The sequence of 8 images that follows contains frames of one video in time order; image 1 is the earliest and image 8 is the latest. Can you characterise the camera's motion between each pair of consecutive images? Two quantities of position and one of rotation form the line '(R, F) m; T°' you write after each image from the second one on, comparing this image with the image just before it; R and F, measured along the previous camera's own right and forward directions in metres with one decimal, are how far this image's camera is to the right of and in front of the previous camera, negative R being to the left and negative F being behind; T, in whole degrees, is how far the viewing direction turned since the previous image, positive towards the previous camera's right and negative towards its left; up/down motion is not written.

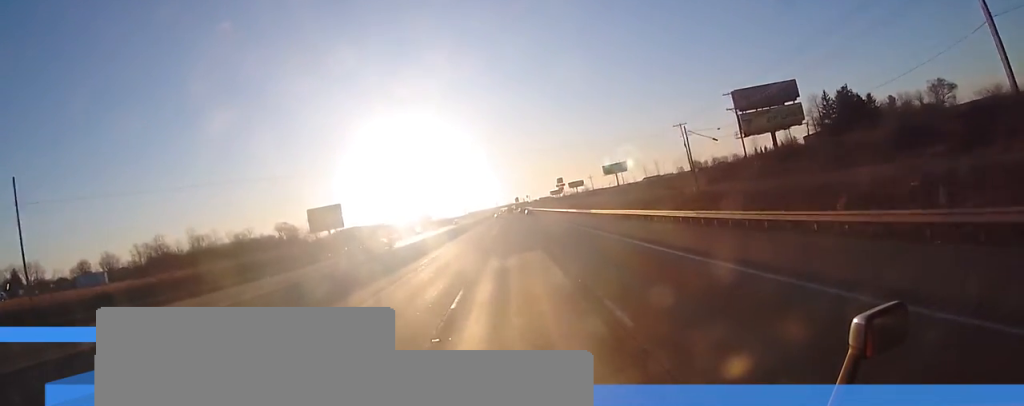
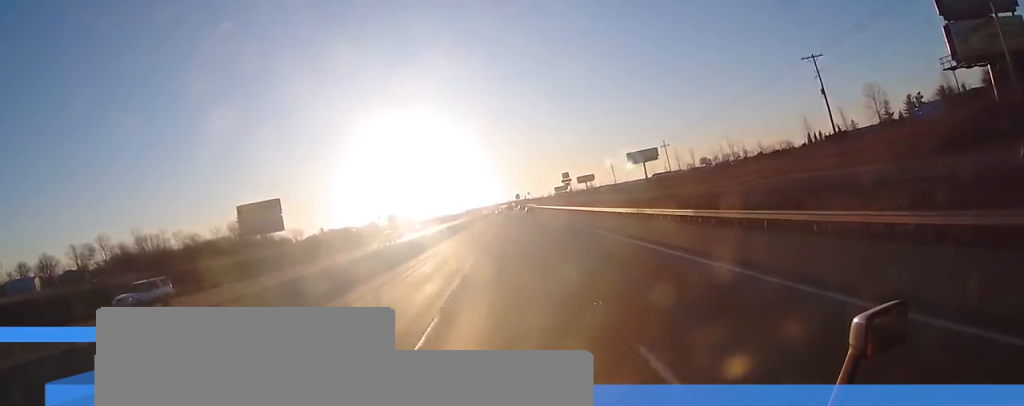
(+0.5, +53.2) m; 0°
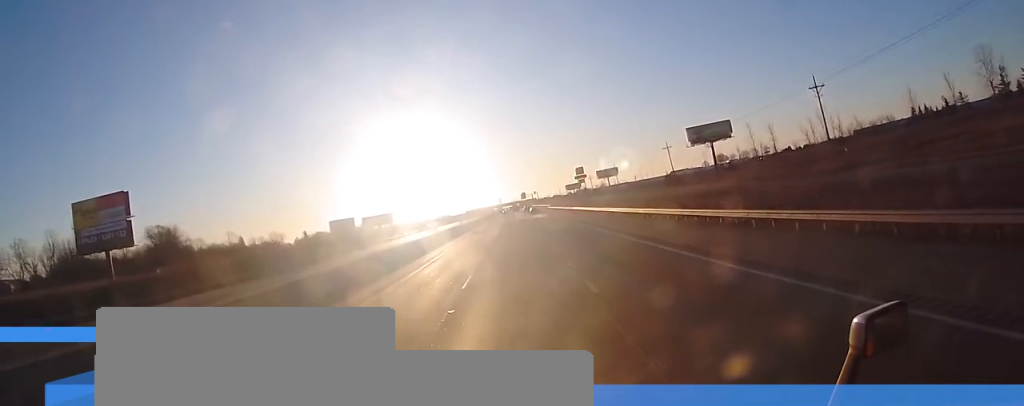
(-0.8, +65.6) m; 0°
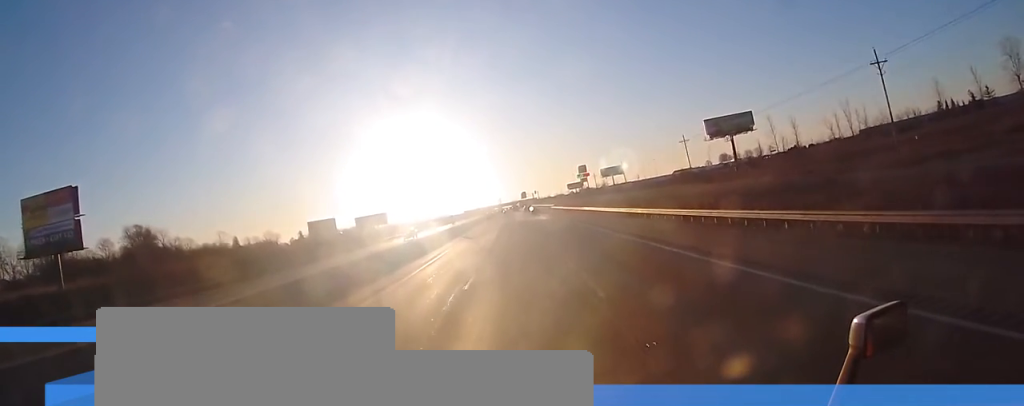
(0.0, +12.1) m; 0°
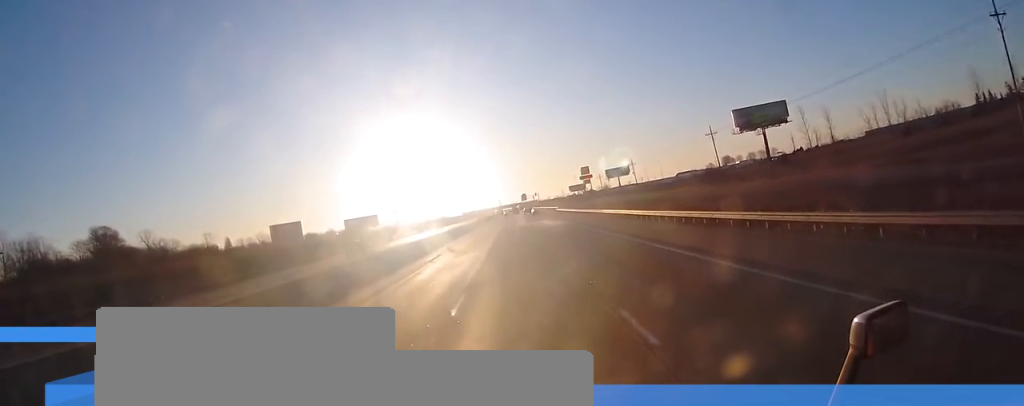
(+0.1, +18.0) m; 0°
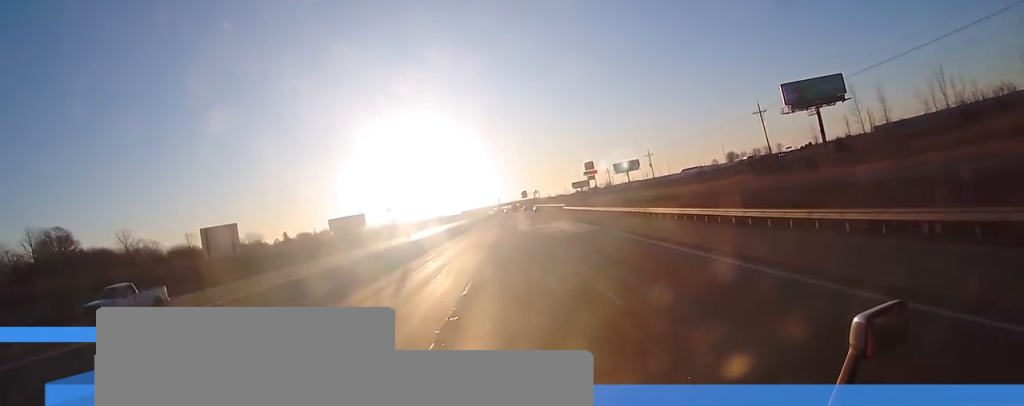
(-0.2, +20.7) m; -1°
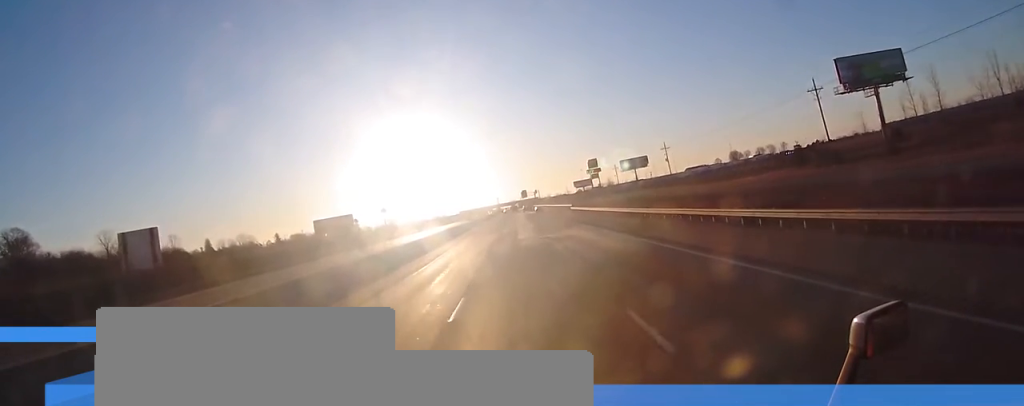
(-0.1, +16.3) m; -1°
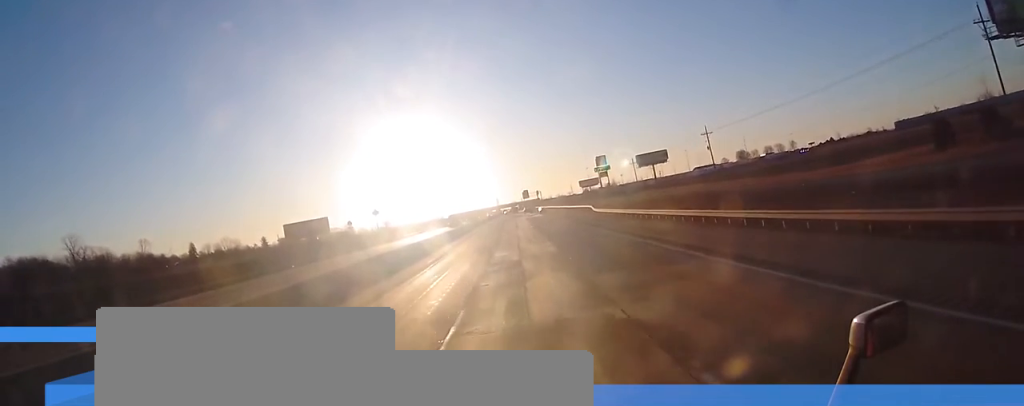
(-0.2, +28.9) m; 0°
